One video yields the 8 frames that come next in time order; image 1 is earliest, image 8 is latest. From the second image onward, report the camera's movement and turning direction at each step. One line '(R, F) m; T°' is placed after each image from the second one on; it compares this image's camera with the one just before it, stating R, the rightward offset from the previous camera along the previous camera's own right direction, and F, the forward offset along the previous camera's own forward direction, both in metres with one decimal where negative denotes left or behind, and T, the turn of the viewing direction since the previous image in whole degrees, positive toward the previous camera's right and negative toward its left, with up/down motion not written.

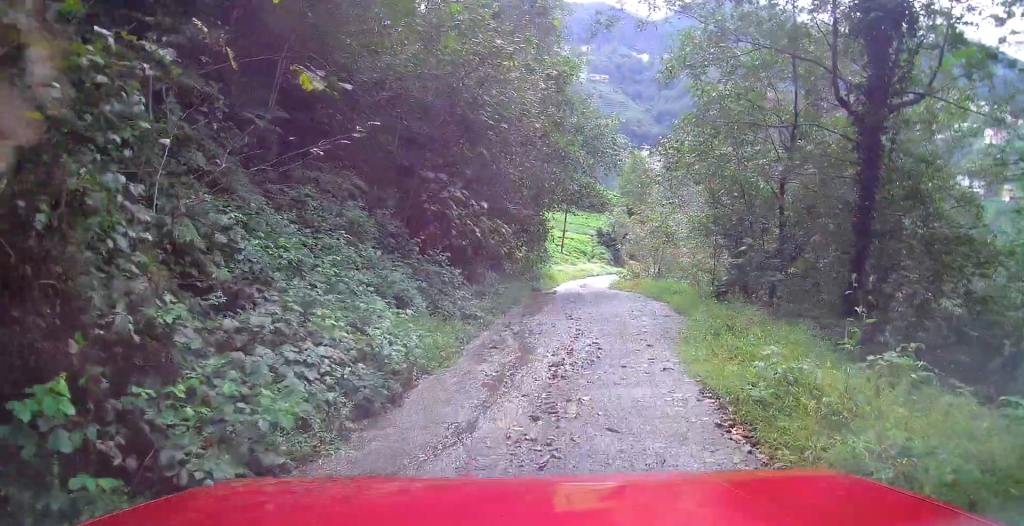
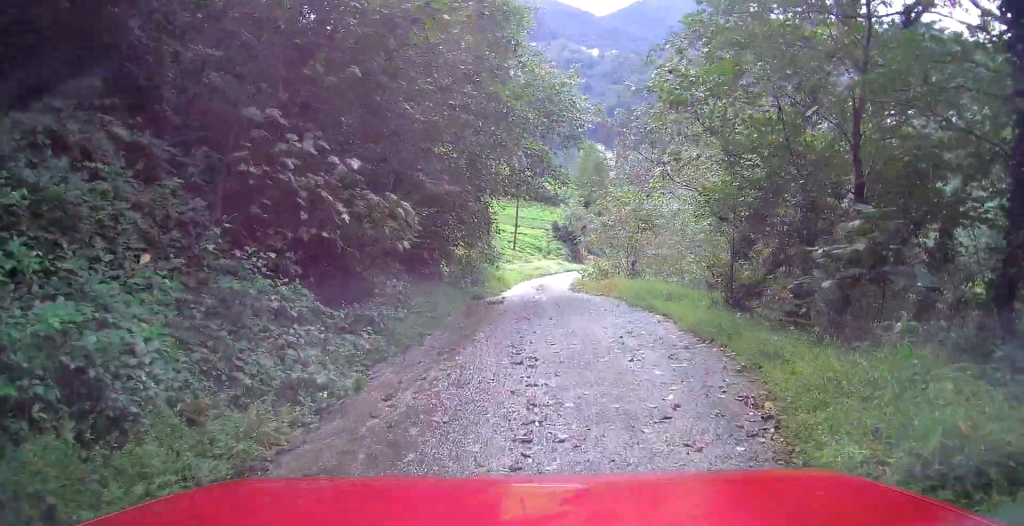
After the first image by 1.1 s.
(+0.2, +6.1) m; +6°
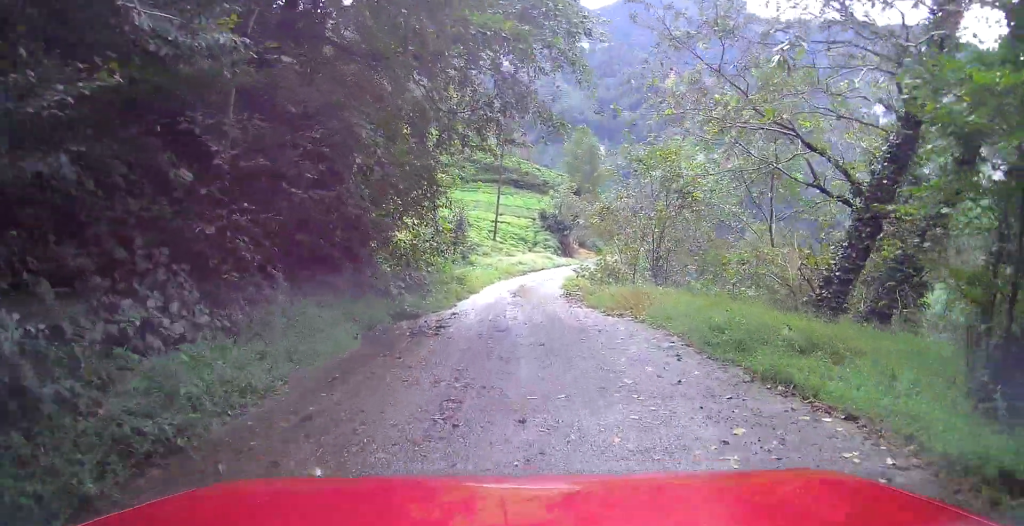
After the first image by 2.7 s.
(+0.7, +8.4) m; +4°
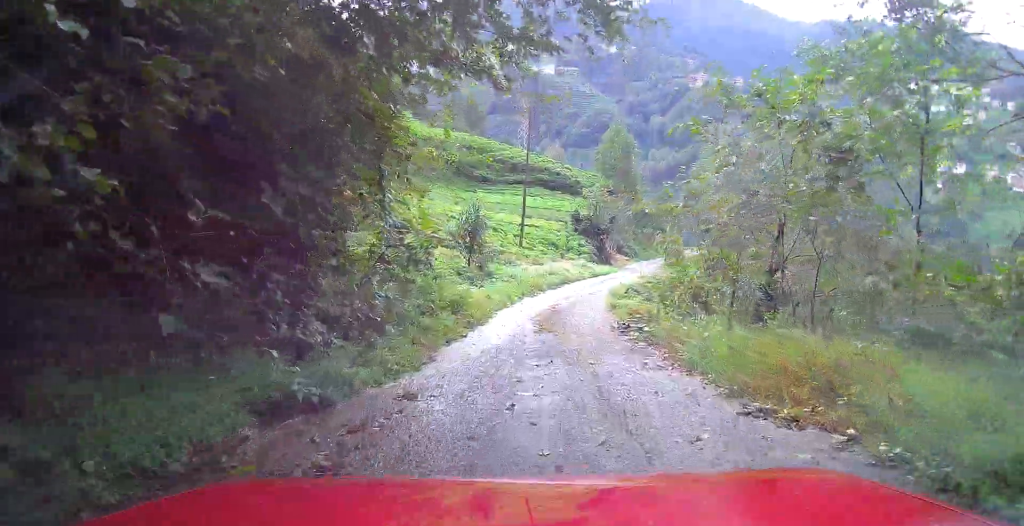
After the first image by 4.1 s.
(-0.4, +6.8) m; -11°
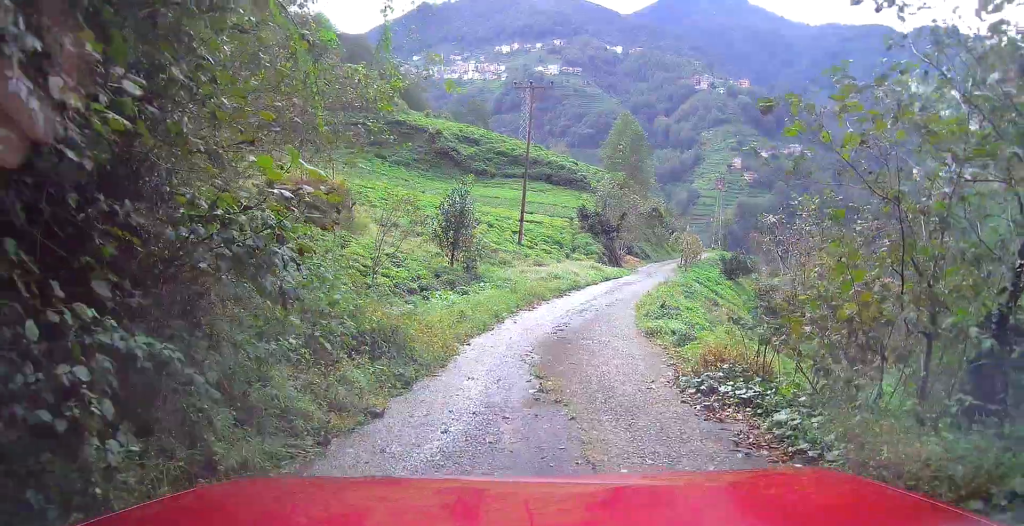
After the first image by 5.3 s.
(-0.4, +5.9) m; +1°
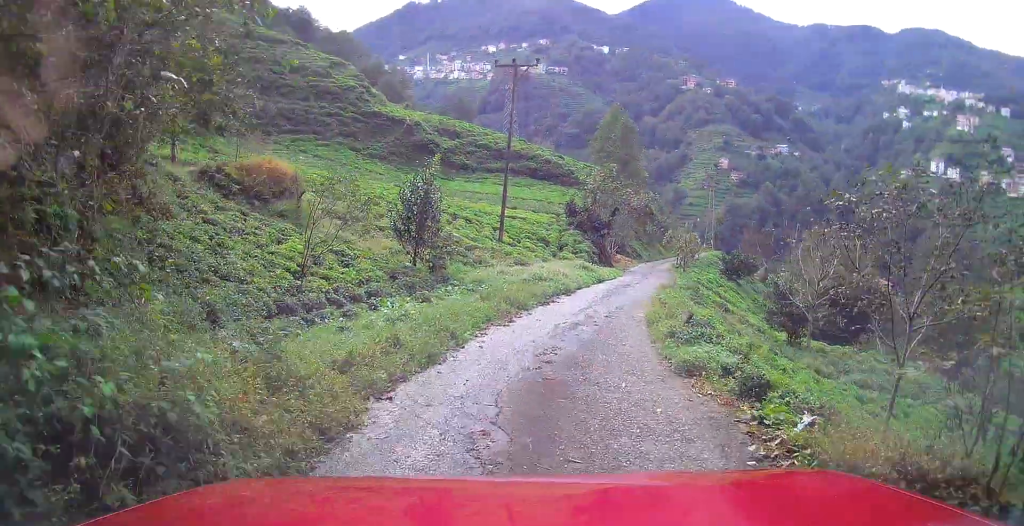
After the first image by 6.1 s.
(+0.4, +4.0) m; +7°
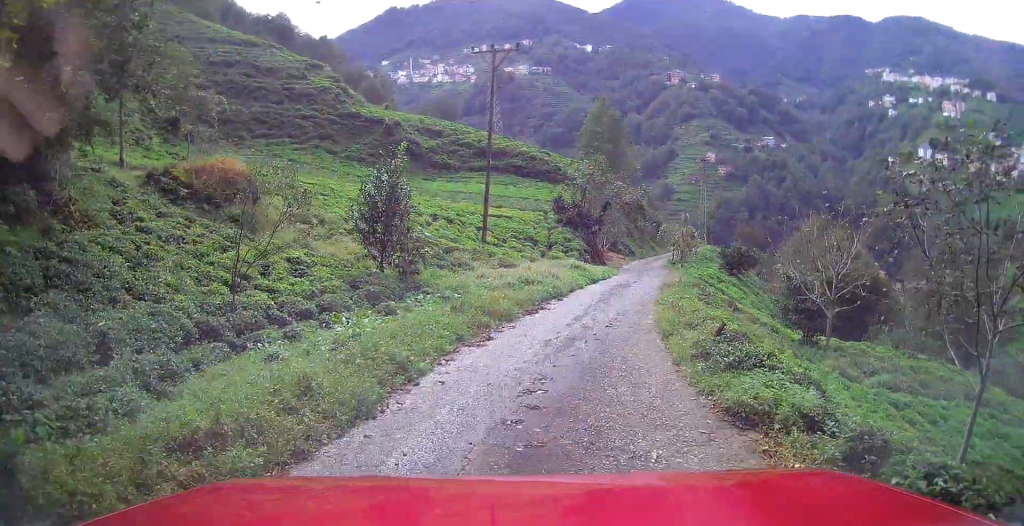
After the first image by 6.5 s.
(+0.1, +2.4) m; +3°
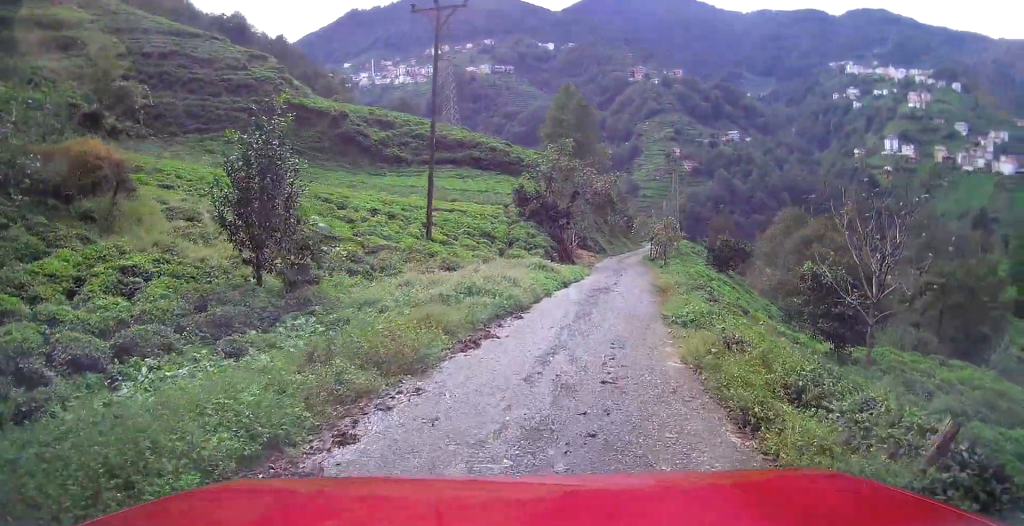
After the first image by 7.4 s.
(+0.3, +5.4) m; +5°
